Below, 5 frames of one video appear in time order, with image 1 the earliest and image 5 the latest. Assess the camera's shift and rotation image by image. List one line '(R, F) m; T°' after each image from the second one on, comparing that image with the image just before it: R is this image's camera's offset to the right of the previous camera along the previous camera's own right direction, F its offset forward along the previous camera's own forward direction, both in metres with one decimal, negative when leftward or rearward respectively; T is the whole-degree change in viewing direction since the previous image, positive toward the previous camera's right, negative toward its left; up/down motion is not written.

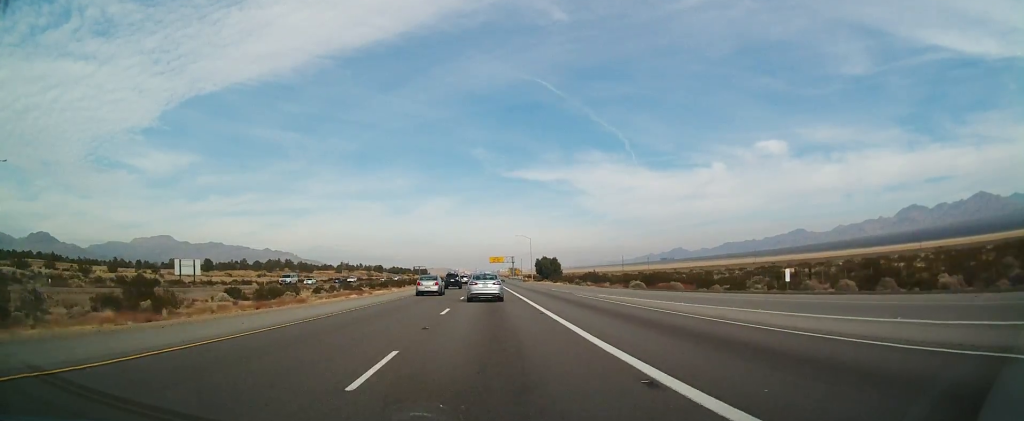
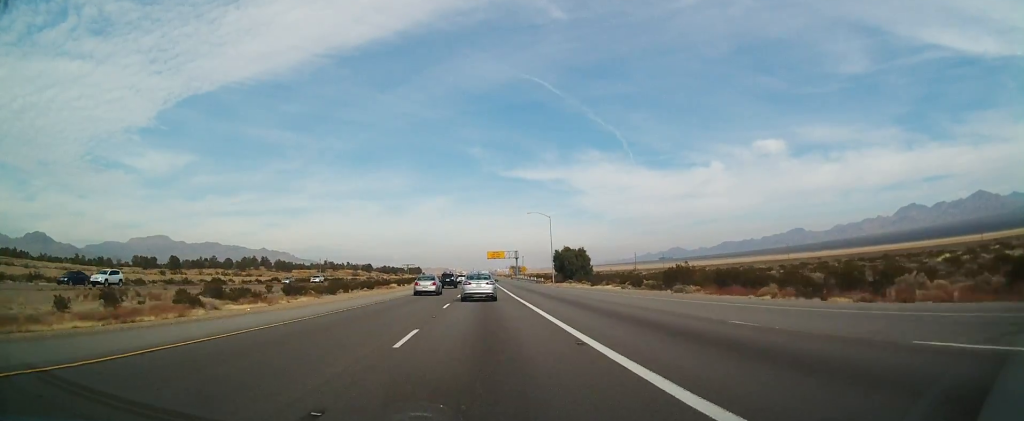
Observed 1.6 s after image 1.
(-0.2, +54.1) m; +1°
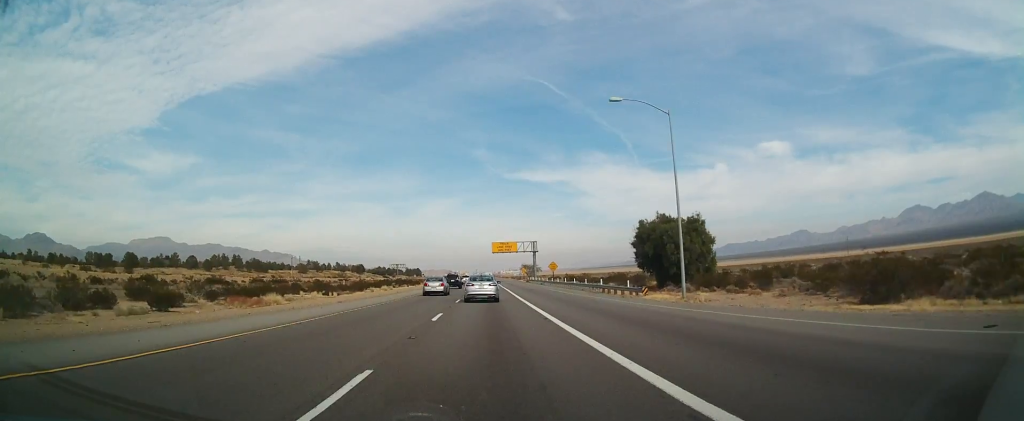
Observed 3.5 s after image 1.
(0.0, +65.1) m; -1°
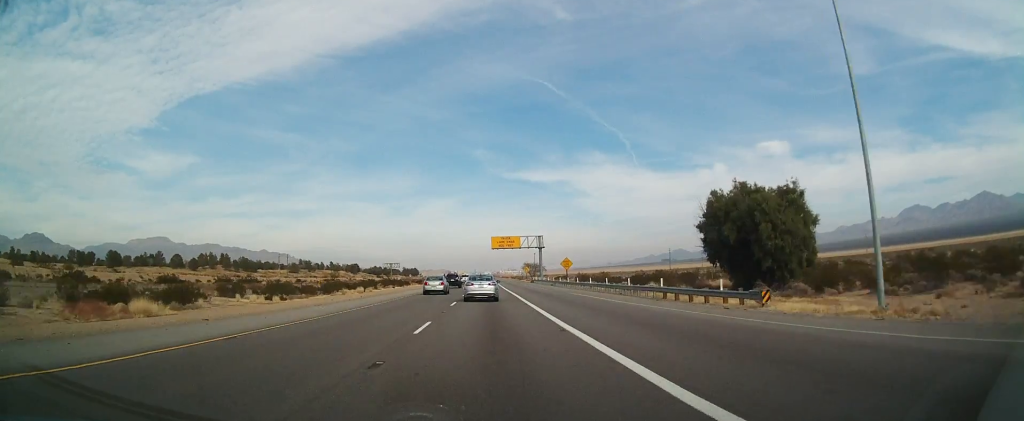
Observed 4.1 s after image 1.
(+0.1, +19.0) m; 0°
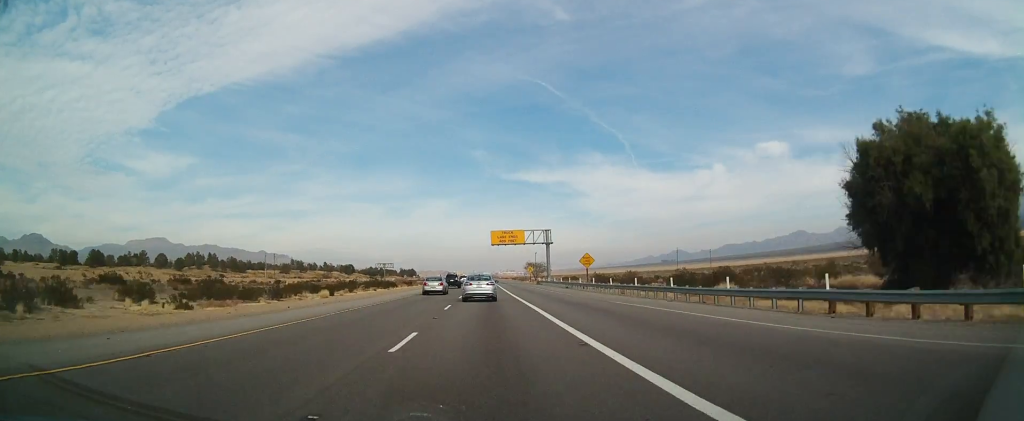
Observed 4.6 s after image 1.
(0.0, +18.0) m; 0°
